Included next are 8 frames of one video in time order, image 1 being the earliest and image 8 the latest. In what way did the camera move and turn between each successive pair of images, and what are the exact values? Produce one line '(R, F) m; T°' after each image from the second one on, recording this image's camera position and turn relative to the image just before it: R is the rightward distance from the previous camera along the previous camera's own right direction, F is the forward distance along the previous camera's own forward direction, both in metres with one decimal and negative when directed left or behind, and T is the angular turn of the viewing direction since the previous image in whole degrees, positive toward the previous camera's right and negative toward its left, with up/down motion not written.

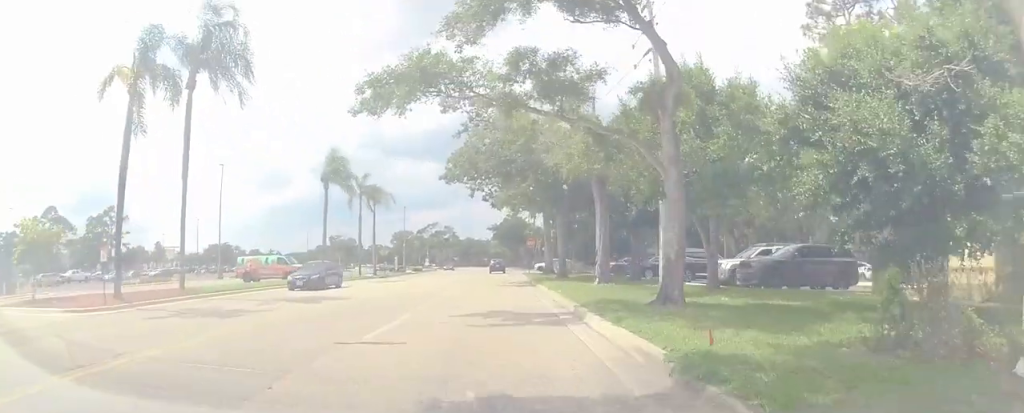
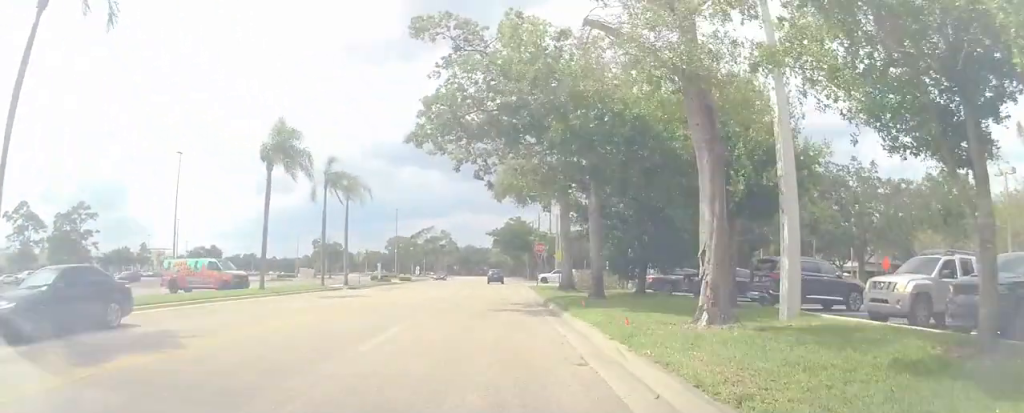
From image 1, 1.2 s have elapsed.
(+0.1, +10.4) m; 0°
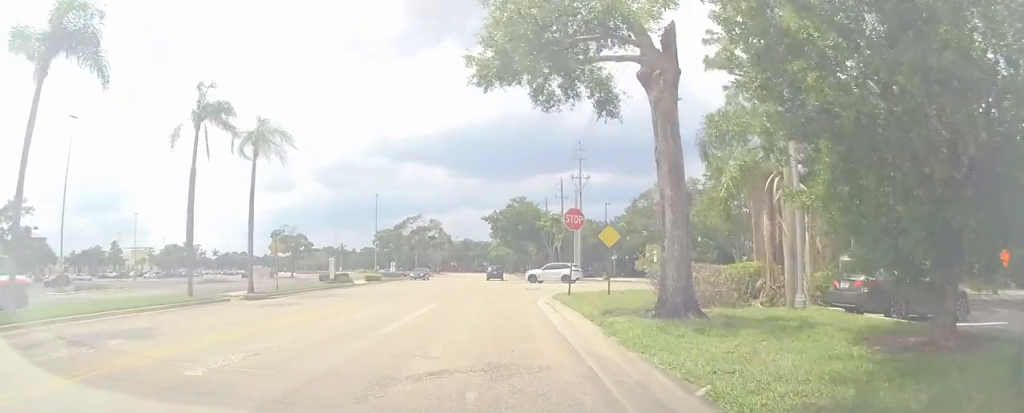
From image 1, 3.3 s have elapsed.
(-0.2, +18.2) m; -2°
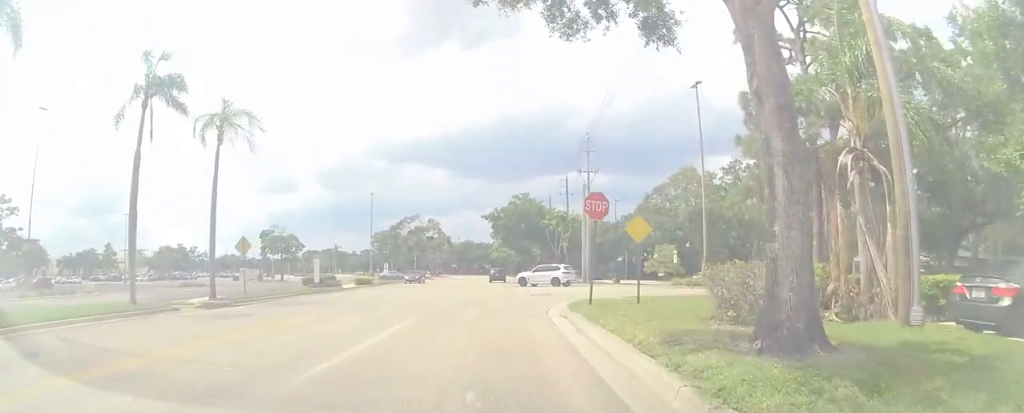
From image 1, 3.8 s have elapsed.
(0.0, +4.1) m; -1°
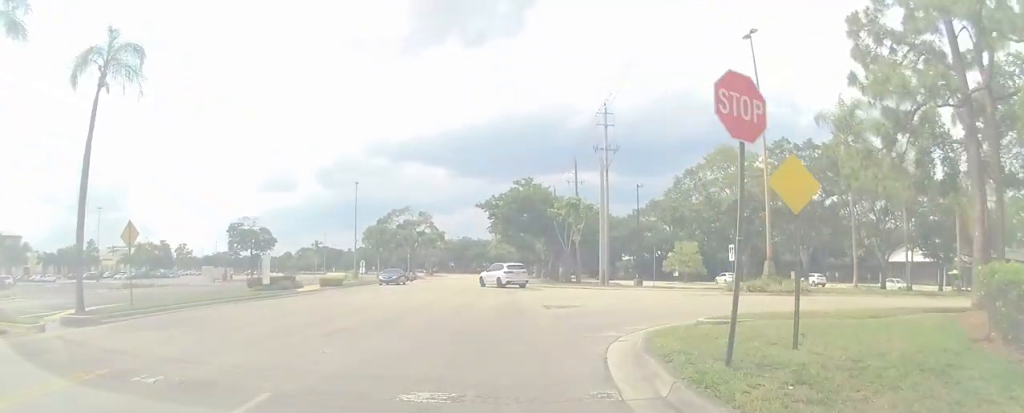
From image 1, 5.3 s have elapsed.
(0.0, +8.7) m; 0°
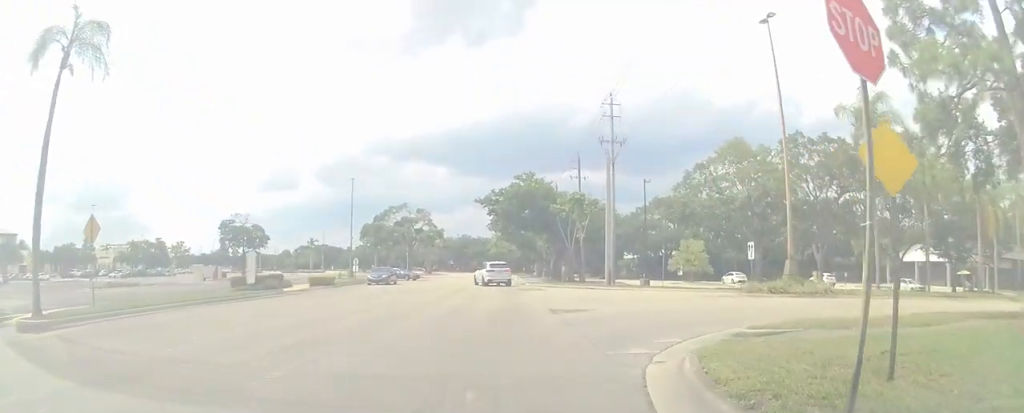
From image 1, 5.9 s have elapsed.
(0.0, +2.5) m; 0°
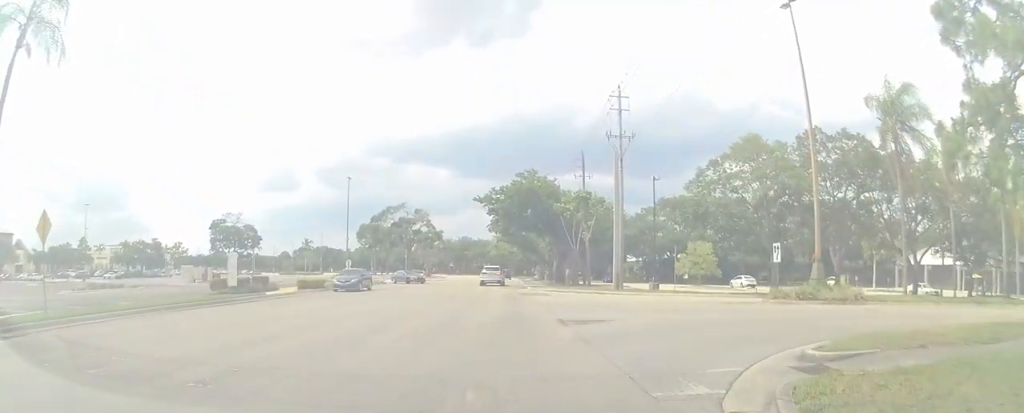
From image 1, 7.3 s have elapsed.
(0.0, +3.7) m; 0°
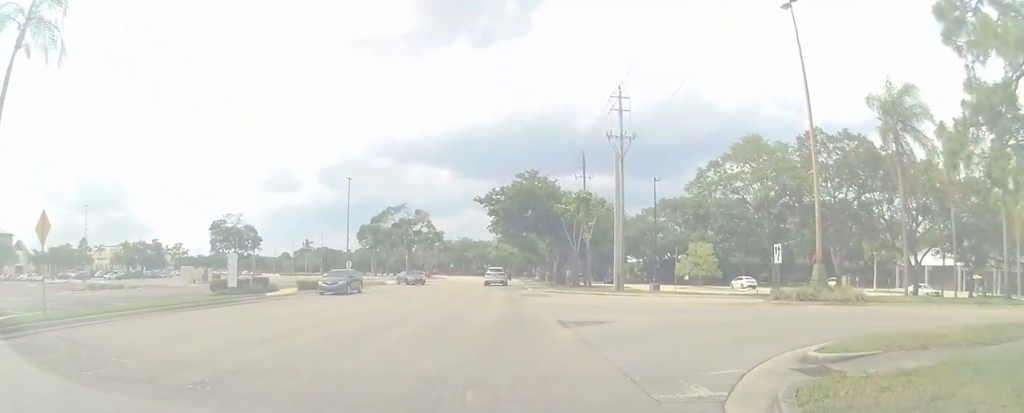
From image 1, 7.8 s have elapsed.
(0.0, +0.7) m; 0°
